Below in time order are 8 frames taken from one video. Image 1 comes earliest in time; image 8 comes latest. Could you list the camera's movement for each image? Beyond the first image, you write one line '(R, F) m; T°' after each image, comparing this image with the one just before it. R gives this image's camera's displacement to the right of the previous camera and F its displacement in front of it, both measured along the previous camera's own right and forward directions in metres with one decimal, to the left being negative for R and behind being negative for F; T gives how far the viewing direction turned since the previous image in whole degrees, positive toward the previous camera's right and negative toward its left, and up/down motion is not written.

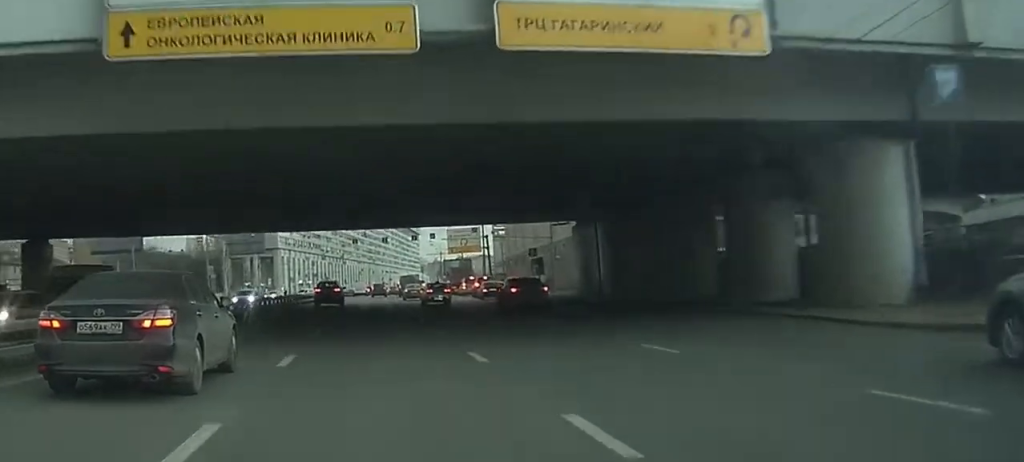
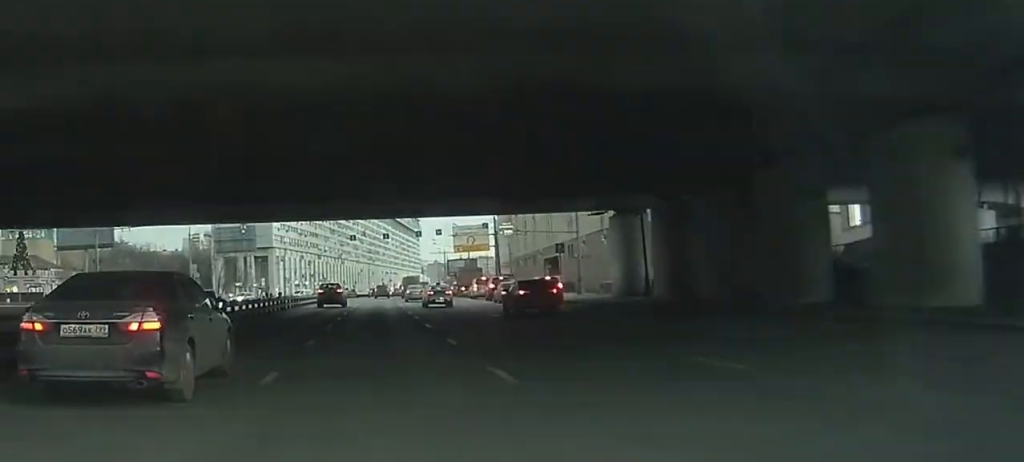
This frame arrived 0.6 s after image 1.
(0.0, +11.6) m; 0°
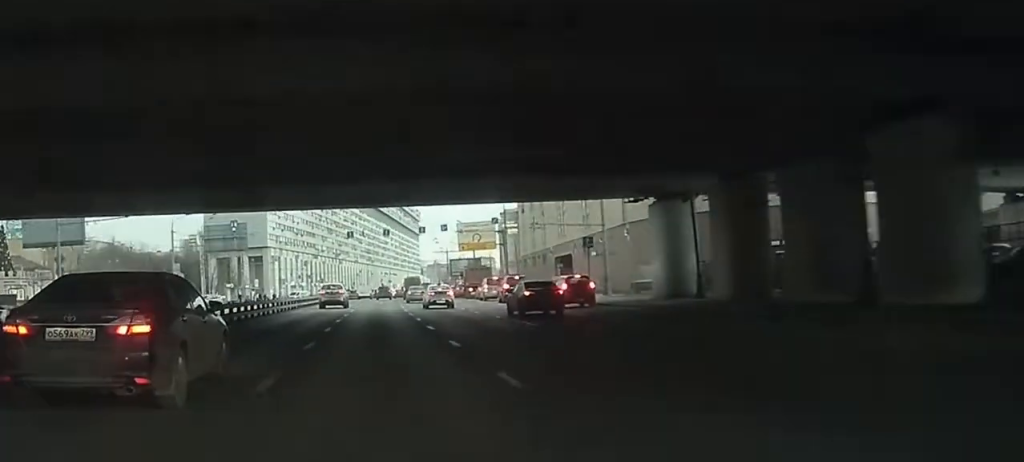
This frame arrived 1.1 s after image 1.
(0.0, +9.1) m; 0°
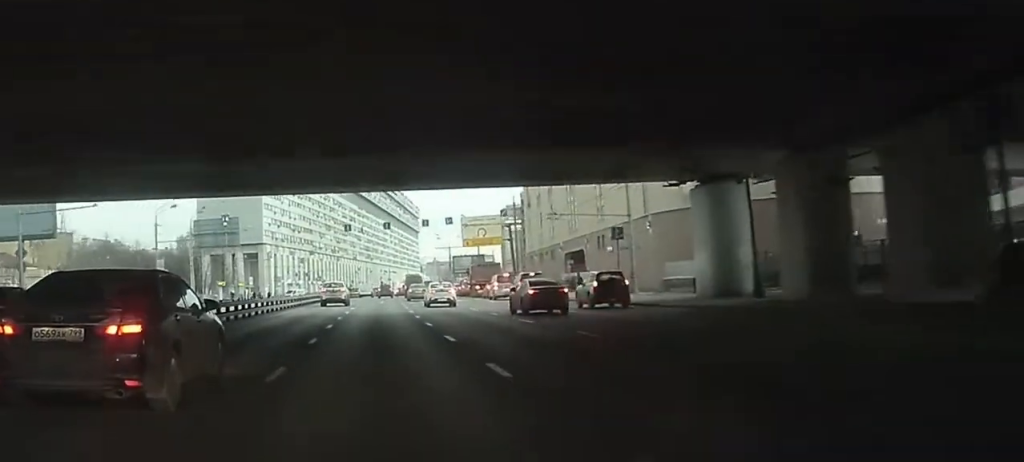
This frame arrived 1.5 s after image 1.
(0.0, +6.8) m; 0°
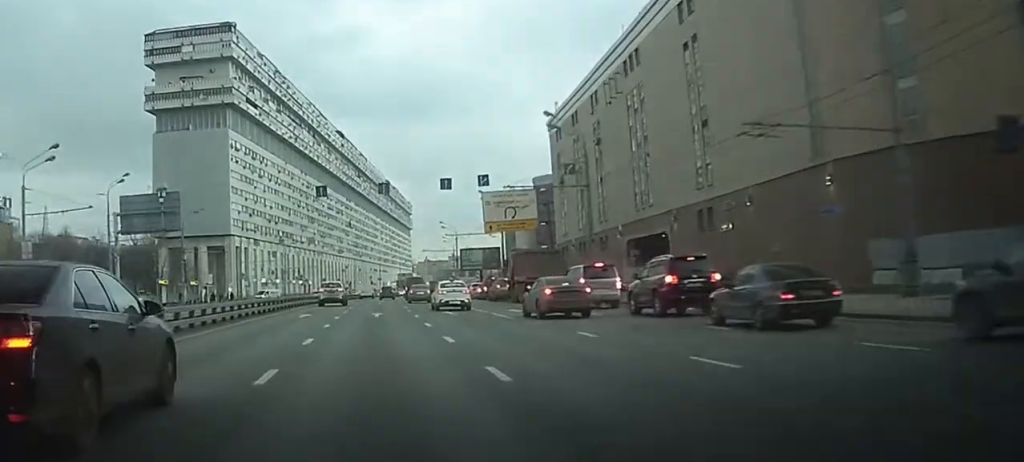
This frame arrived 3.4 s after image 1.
(0.0, +30.4) m; +2°
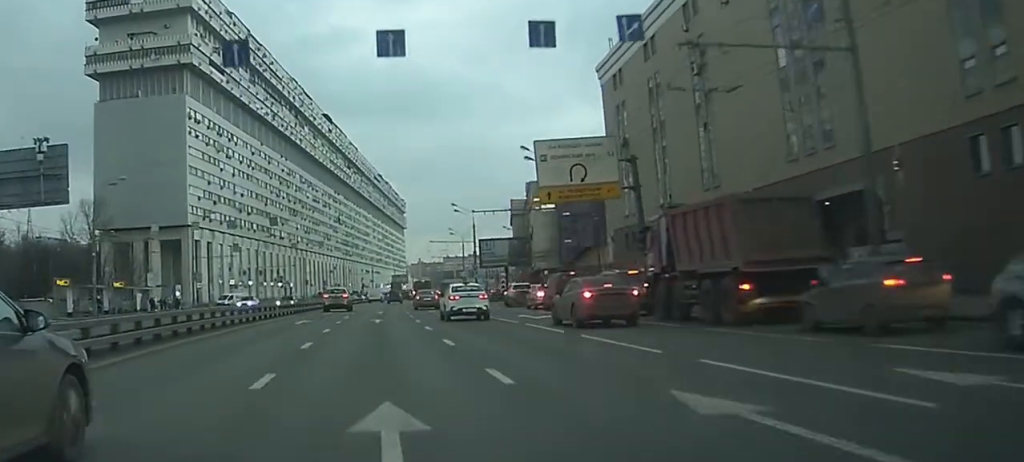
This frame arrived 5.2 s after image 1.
(+1.0, +34.3) m; +2°
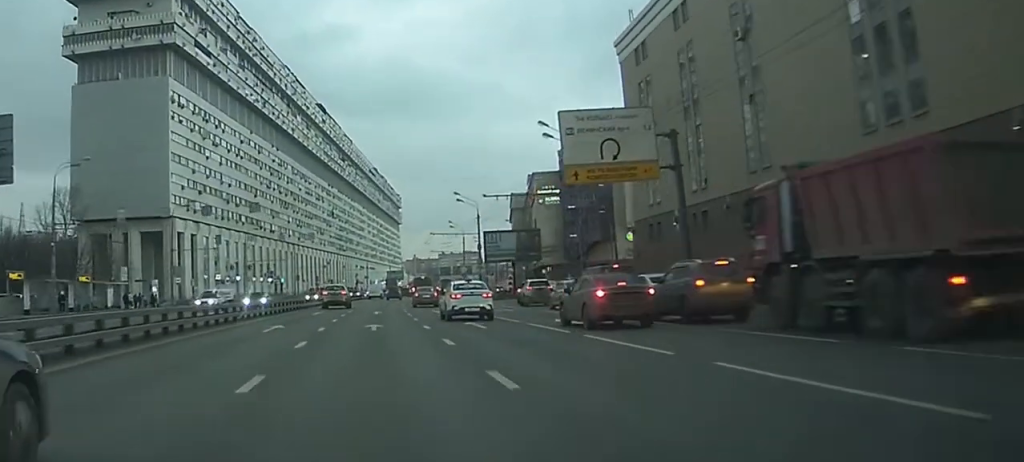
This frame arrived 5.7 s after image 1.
(-0.1, +10.0) m; 0°
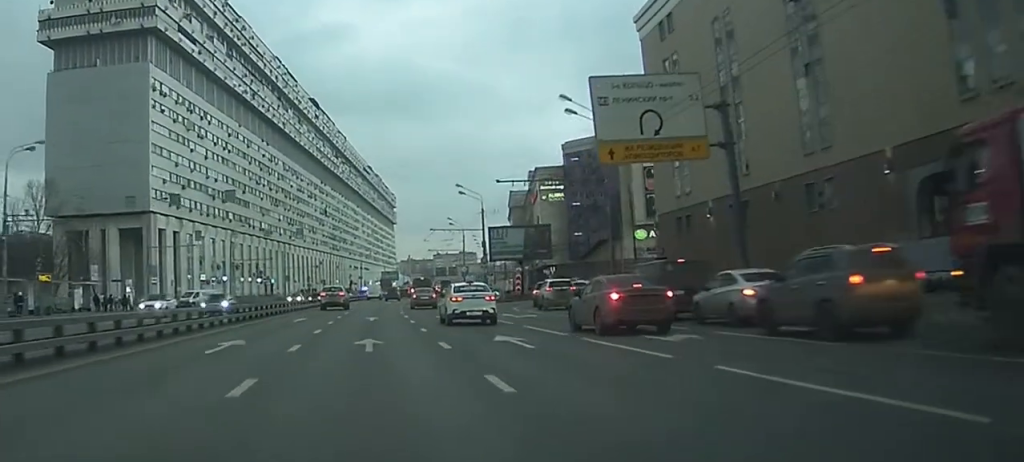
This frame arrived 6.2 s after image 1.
(0.0, +9.1) m; 0°
